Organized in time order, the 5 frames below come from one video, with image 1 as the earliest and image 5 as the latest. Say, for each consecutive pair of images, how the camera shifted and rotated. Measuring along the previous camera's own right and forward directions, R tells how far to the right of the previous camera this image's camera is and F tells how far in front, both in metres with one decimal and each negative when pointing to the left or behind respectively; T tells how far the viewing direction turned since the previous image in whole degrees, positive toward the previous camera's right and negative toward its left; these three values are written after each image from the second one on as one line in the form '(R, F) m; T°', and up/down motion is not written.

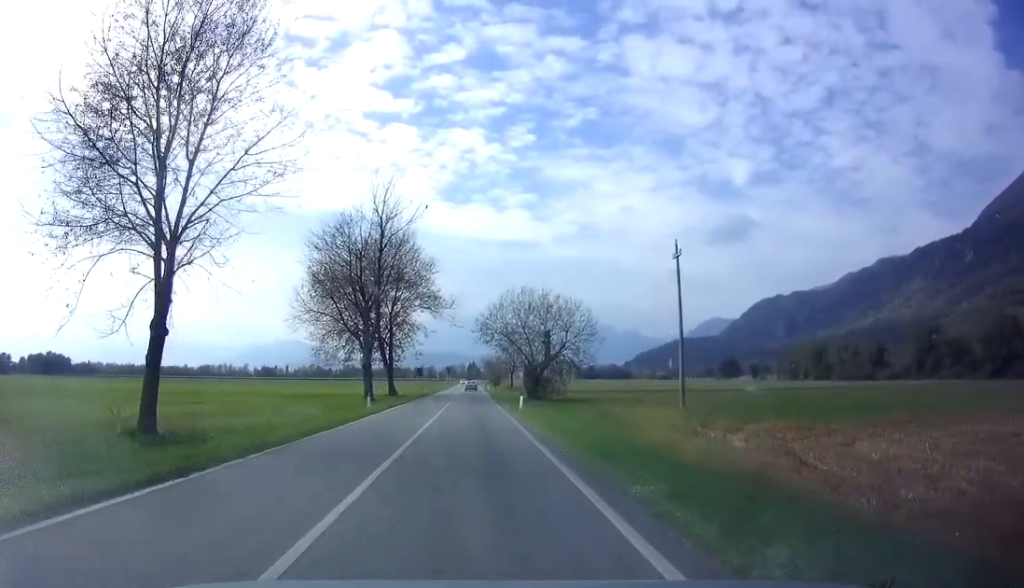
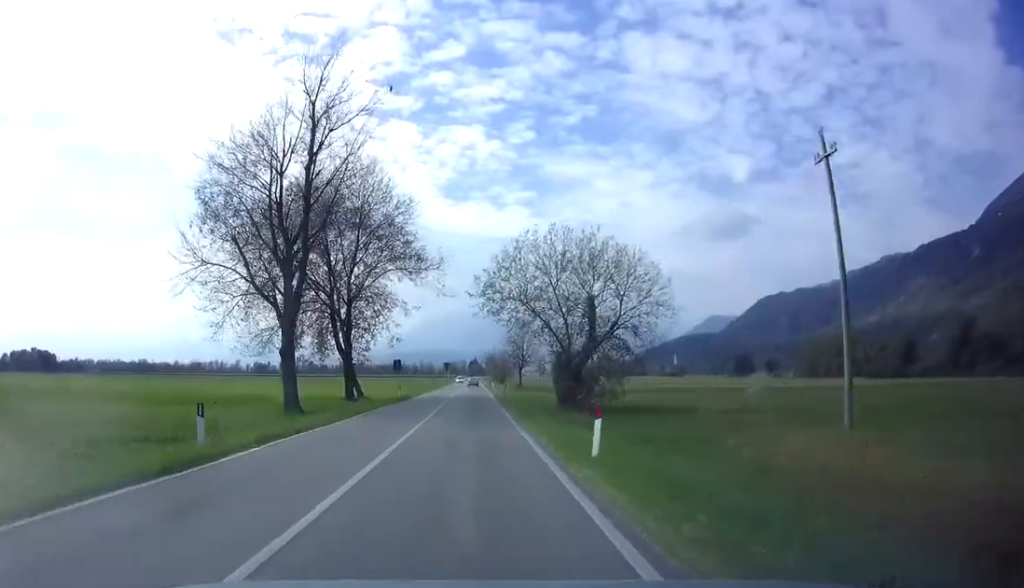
(-0.3, +19.8) m; 0°
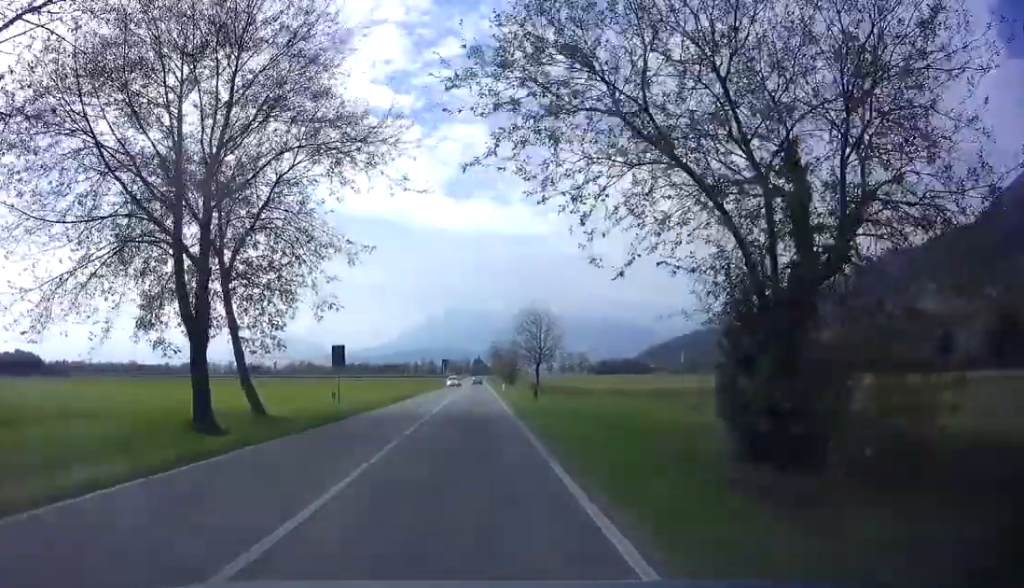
(-0.1, +21.8) m; -3°
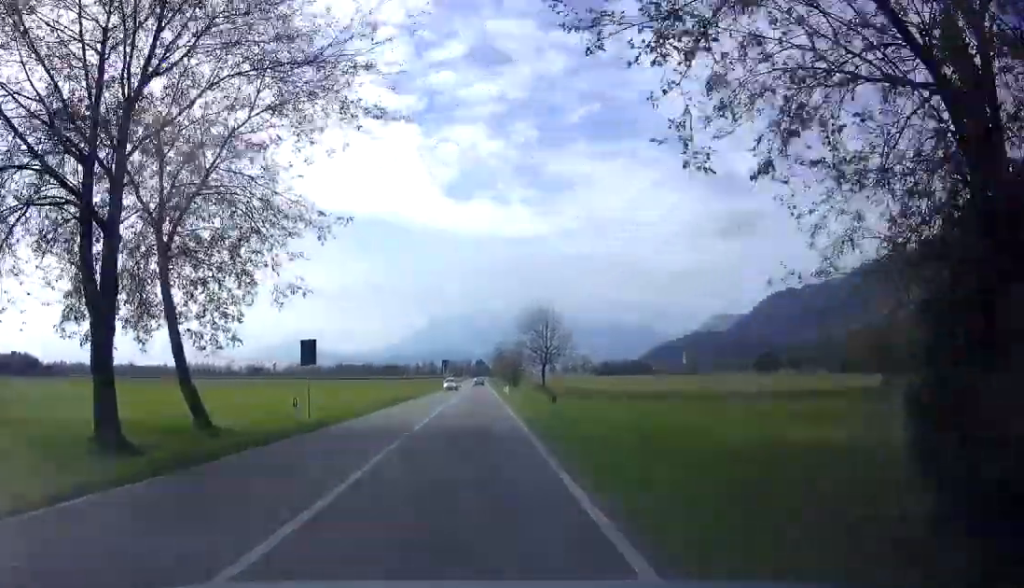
(-0.1, +5.2) m; -1°
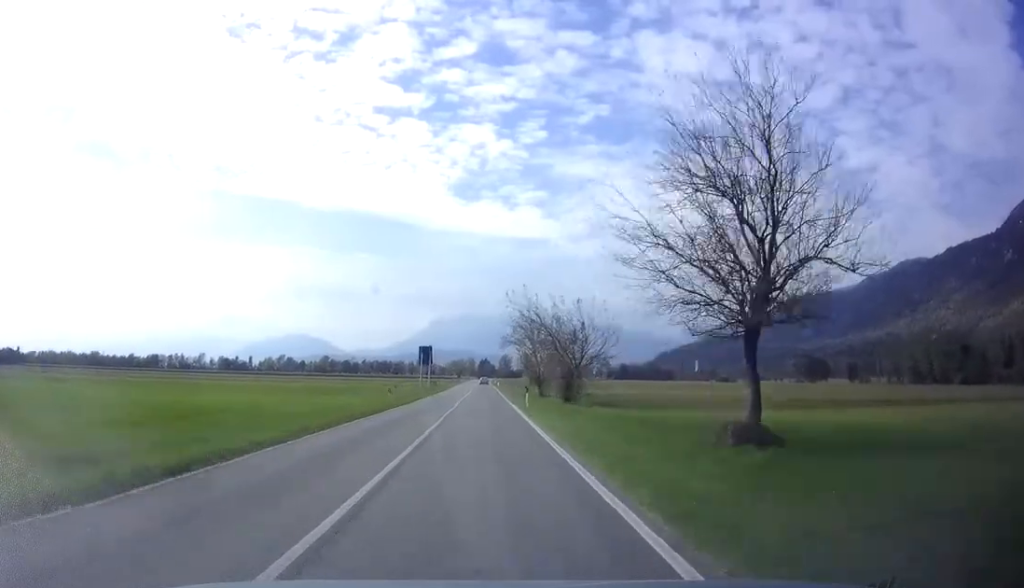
(+1.4, +53.1) m; +3°
